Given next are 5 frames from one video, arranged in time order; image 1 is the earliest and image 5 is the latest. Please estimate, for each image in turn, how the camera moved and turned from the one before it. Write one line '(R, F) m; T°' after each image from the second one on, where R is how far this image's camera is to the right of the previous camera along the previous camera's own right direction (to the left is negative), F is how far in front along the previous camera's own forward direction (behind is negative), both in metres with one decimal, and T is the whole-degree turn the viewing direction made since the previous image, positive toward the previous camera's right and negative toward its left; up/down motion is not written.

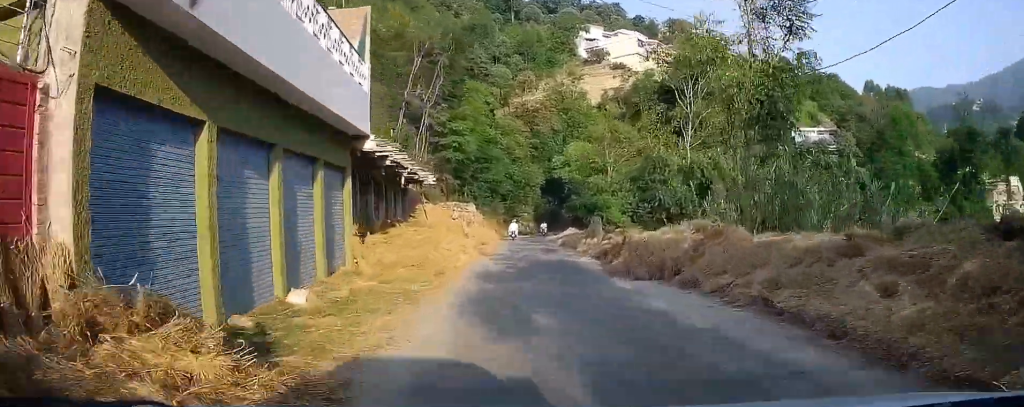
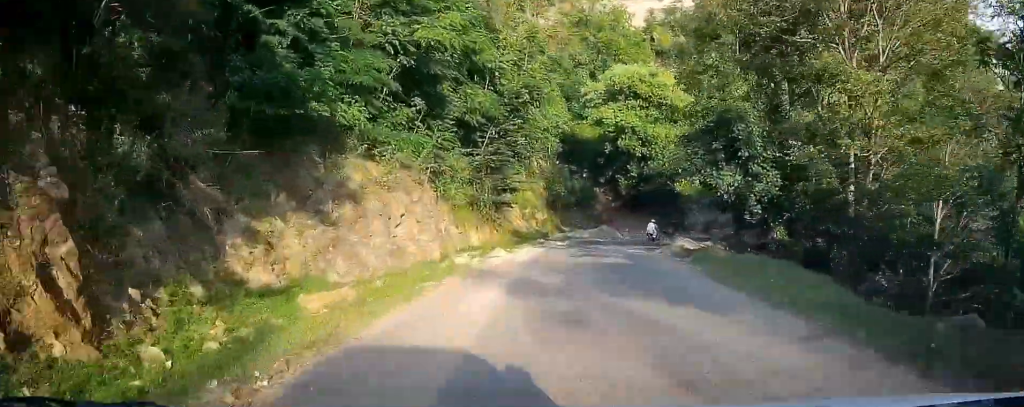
(-3.0, +44.5) m; -5°
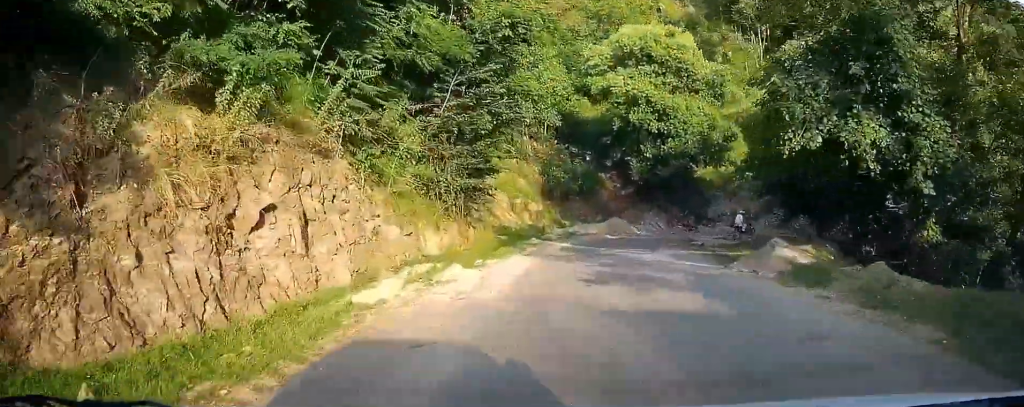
(-0.1, +7.9) m; +3°
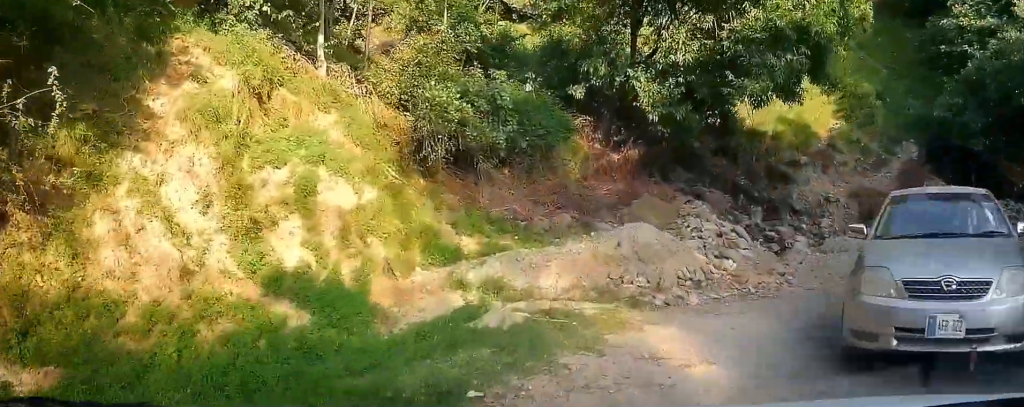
(+2.9, +26.6) m; +16°
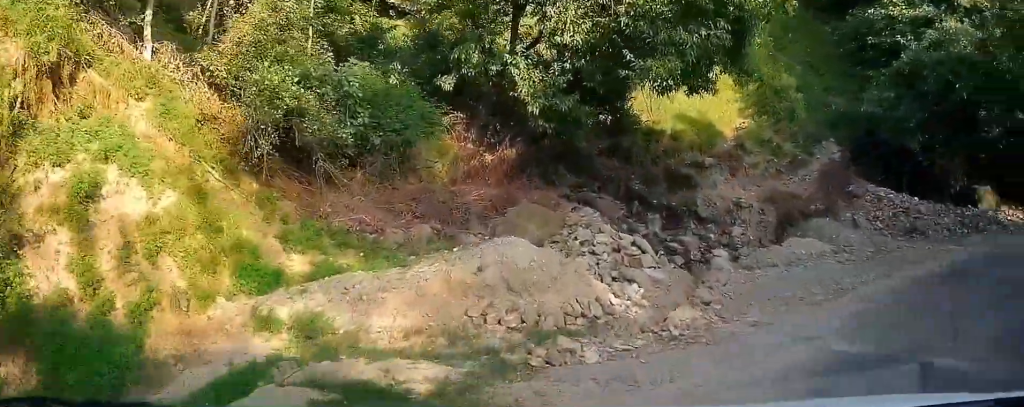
(-0.5, +5.3) m; +11°
